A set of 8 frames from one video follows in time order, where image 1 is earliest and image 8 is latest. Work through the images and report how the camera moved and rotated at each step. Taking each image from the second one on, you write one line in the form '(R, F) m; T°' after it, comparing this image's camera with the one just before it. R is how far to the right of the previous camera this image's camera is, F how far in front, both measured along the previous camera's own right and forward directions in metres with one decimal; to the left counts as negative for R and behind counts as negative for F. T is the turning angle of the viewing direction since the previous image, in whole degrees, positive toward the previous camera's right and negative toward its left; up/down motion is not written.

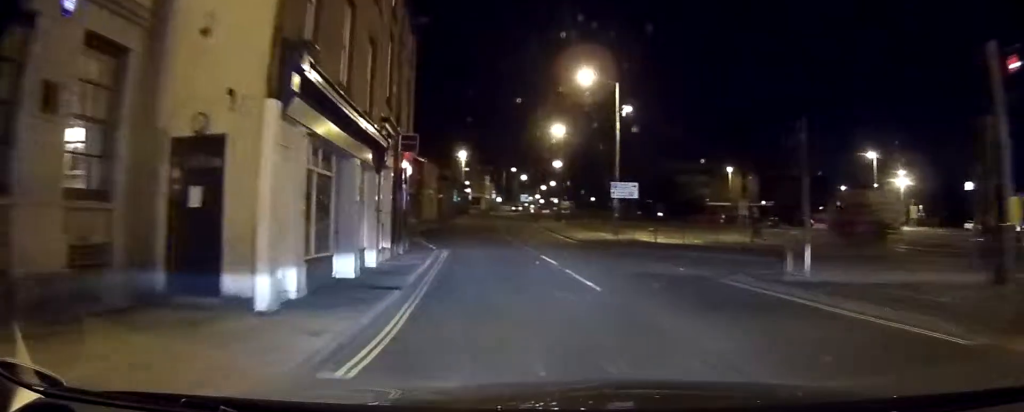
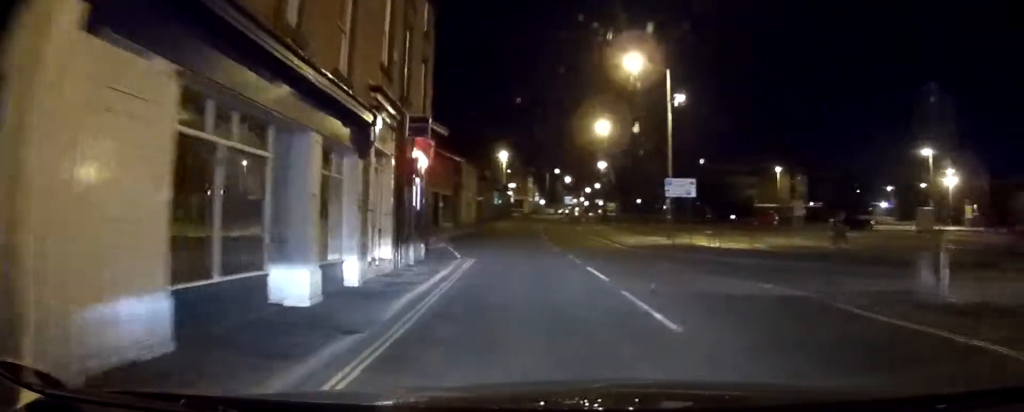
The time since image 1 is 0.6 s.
(0.0, +4.4) m; -1°
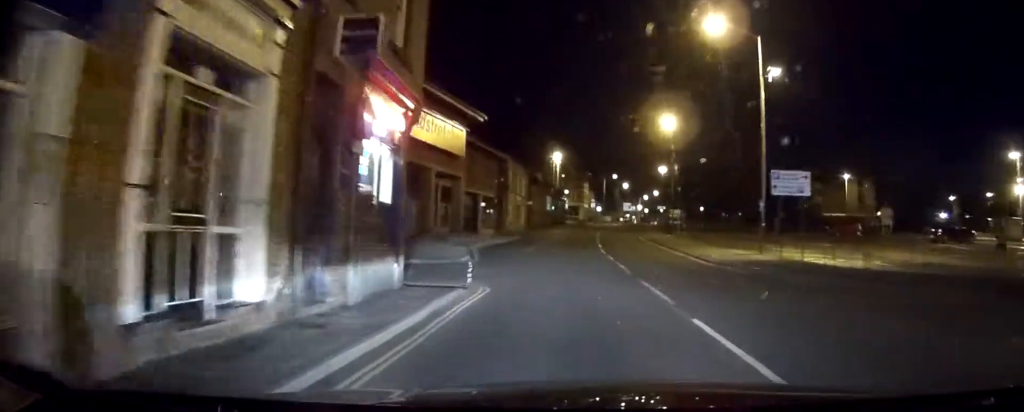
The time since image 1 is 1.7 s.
(-0.3, +8.6) m; -8°
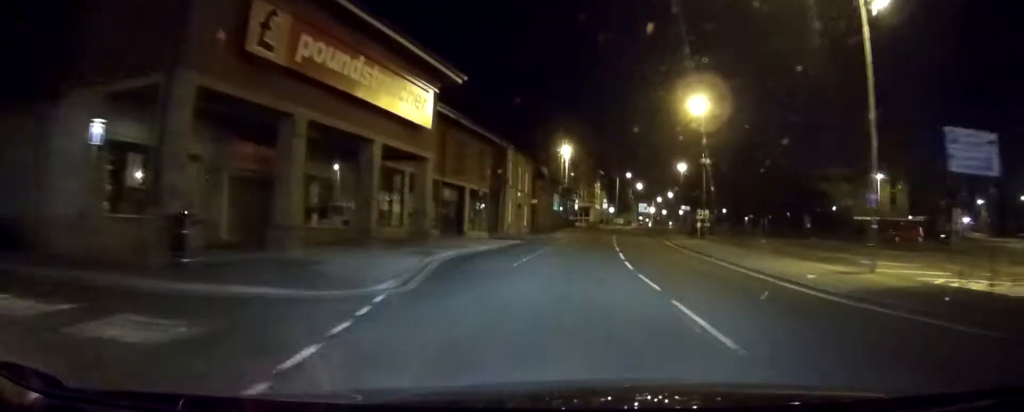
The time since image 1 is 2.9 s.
(-1.2, +10.8) m; -9°
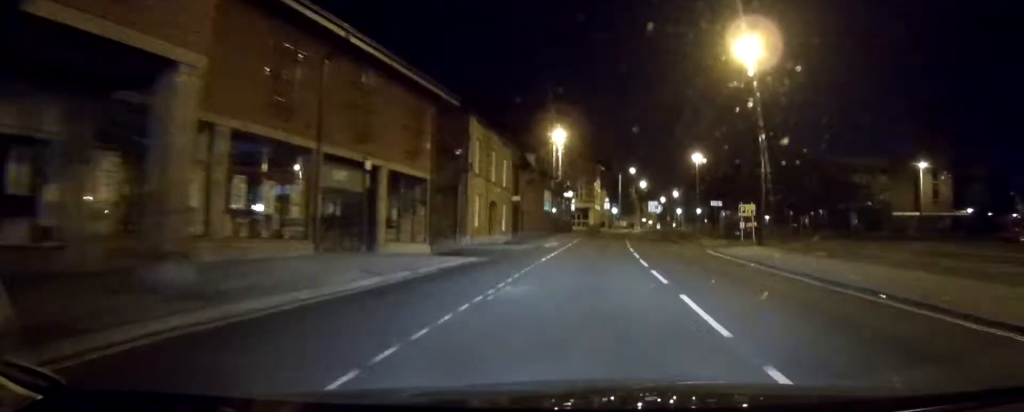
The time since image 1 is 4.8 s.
(-0.9, +18.1) m; -3°
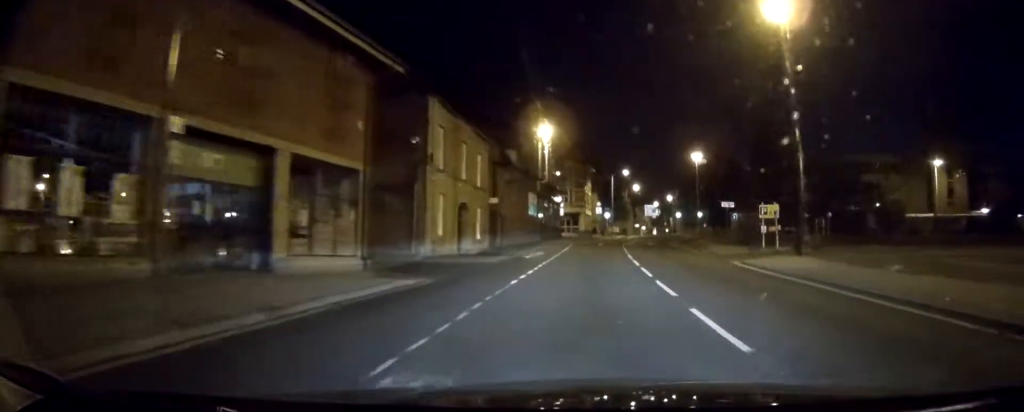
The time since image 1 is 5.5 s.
(+0.1, +8.0) m; +2°
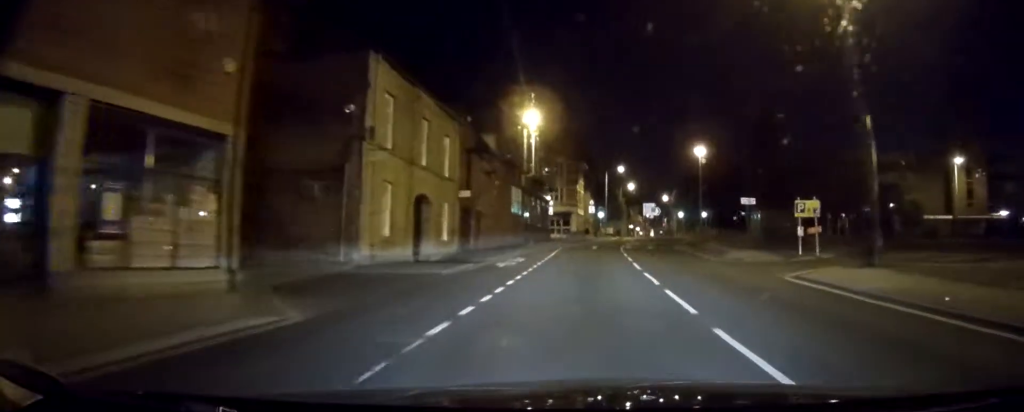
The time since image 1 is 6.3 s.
(0.0, +8.1) m; +3°
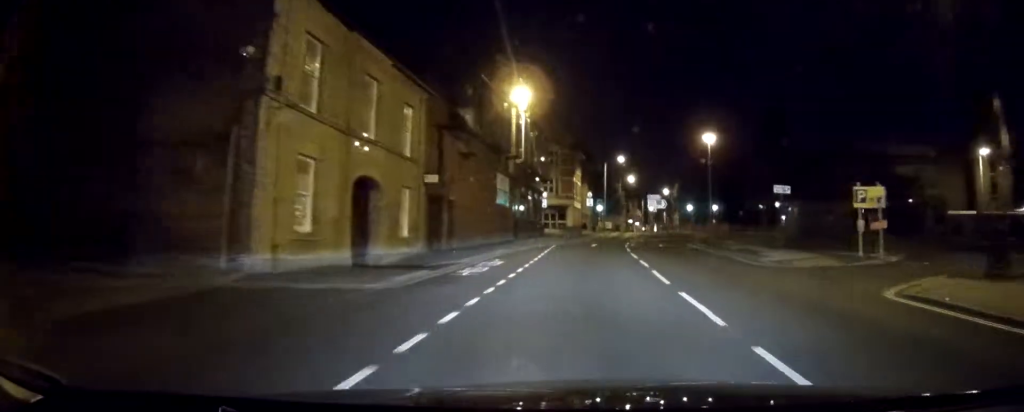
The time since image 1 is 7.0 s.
(+0.3, +7.4) m; +2°
